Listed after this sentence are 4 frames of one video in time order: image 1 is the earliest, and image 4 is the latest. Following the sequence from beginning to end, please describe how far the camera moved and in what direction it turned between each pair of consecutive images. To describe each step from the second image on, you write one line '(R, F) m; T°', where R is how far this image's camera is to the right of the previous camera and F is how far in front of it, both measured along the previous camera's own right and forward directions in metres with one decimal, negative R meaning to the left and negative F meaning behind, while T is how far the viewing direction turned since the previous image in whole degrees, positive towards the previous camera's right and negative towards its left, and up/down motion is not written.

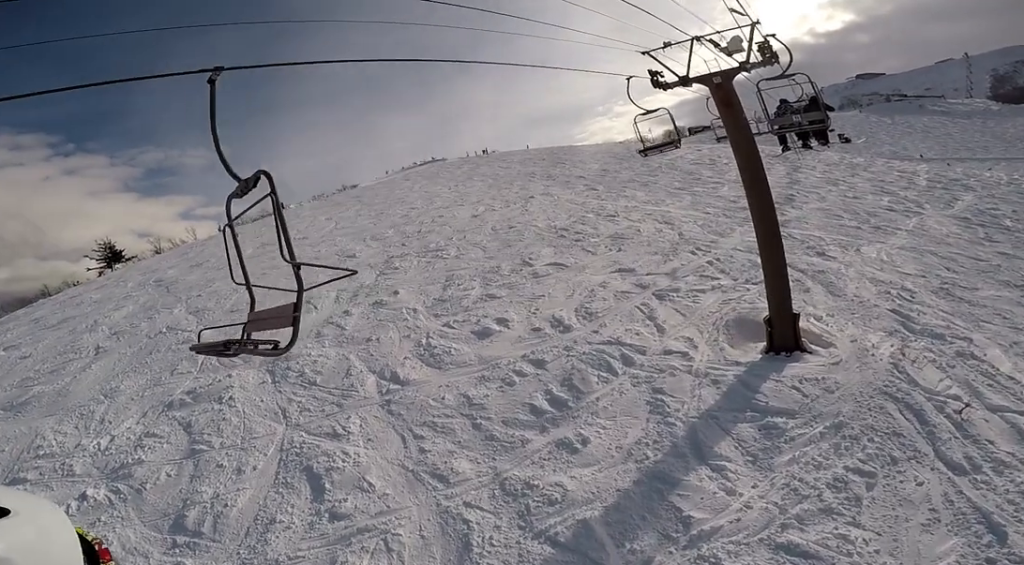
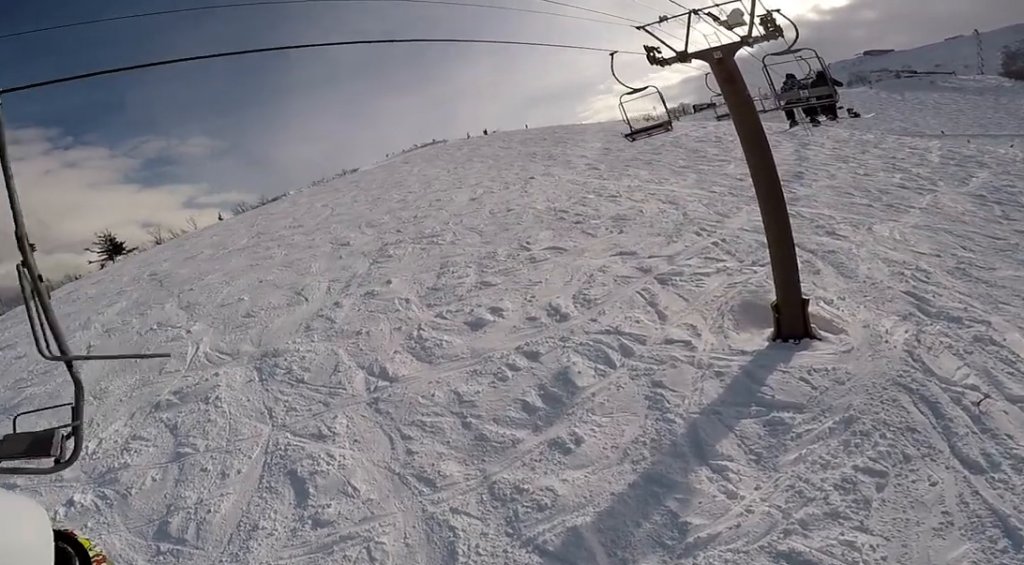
(0.0, +0.9) m; +3°
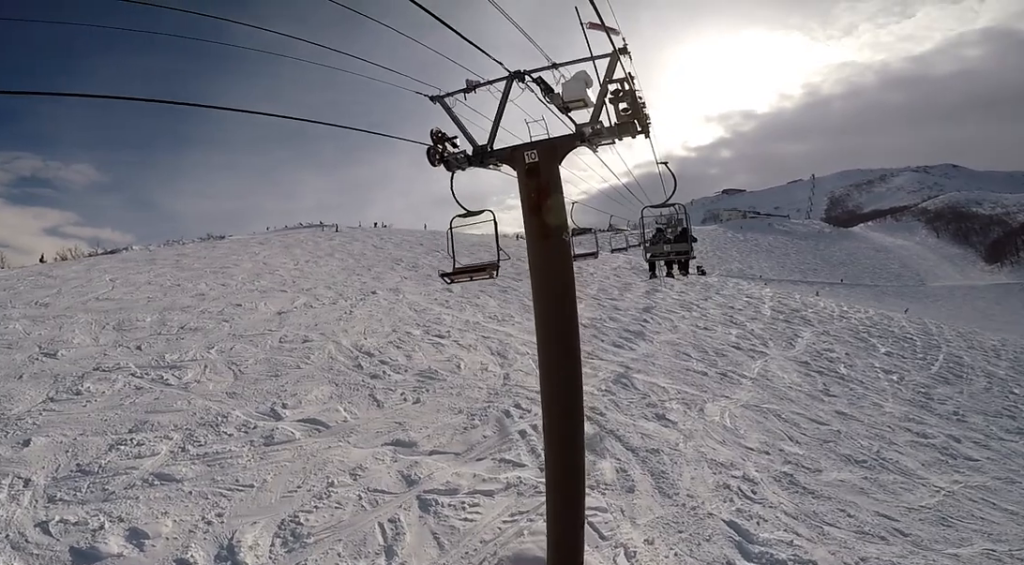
(0.0, +8.7) m; 0°
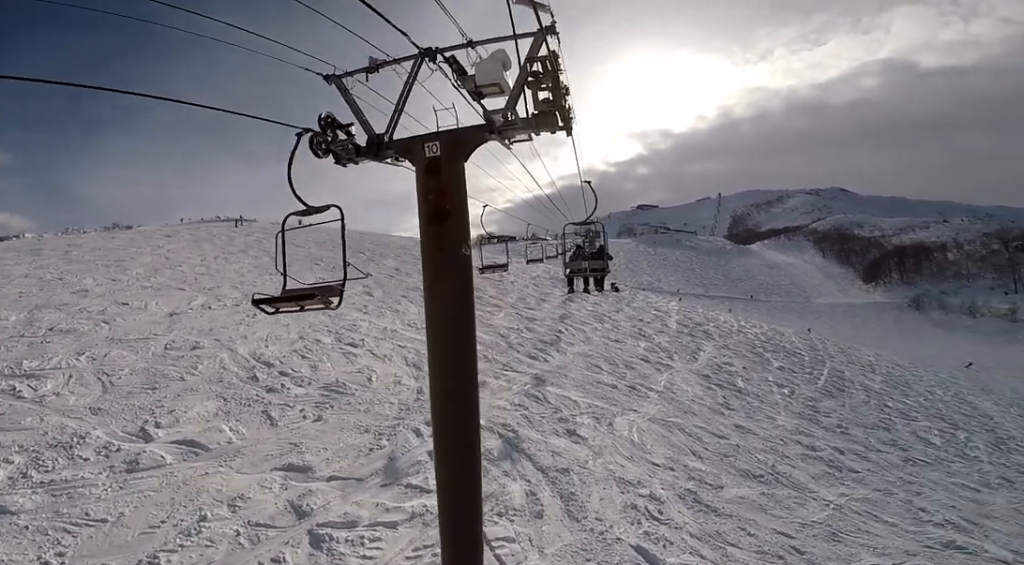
(0.0, +1.6) m; -2°
